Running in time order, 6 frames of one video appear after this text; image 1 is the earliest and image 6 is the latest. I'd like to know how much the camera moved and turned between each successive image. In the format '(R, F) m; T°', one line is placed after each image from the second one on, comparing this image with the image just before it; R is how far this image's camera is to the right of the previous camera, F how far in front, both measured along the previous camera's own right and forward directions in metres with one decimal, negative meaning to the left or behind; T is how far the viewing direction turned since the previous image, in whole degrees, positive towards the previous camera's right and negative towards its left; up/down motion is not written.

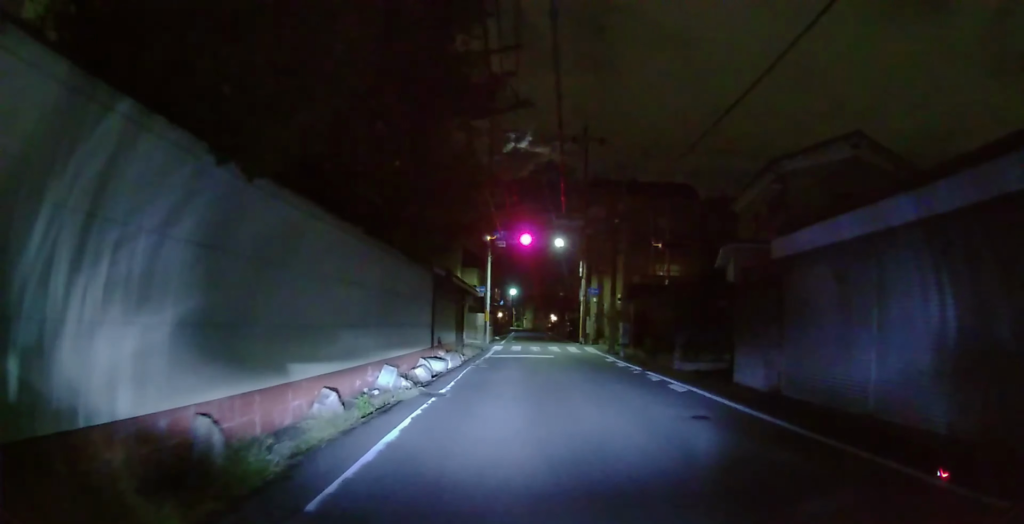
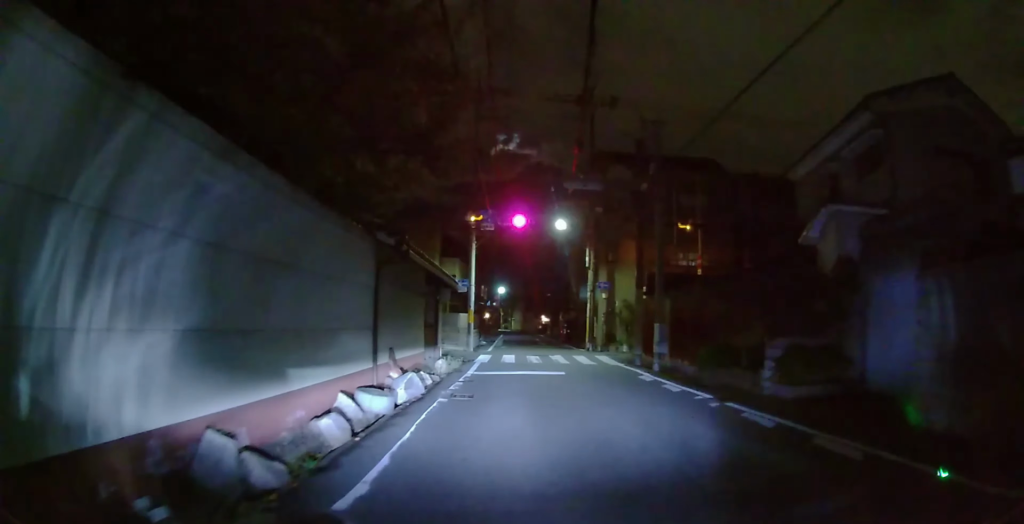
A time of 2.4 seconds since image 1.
(+0.1, +5.6) m; +3°
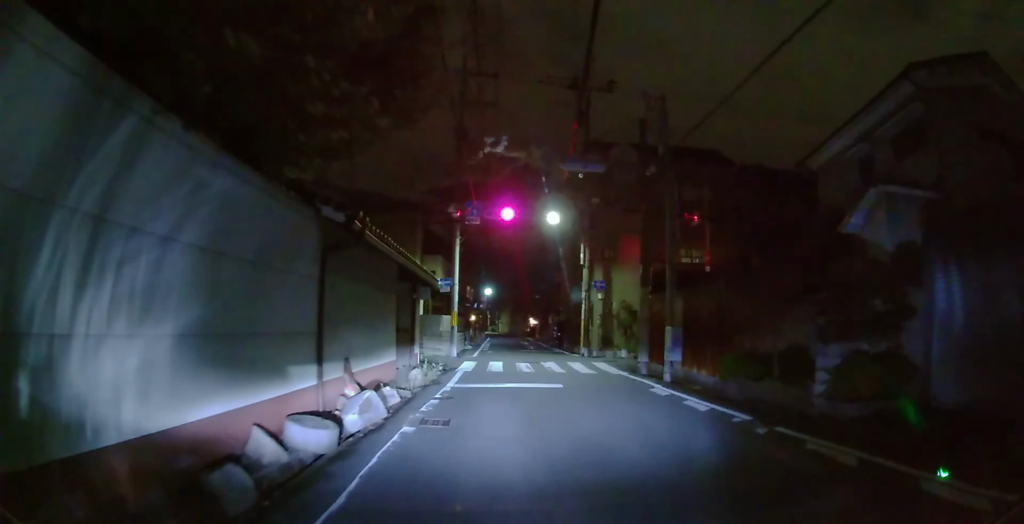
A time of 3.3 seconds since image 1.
(0.0, +2.1) m; 0°
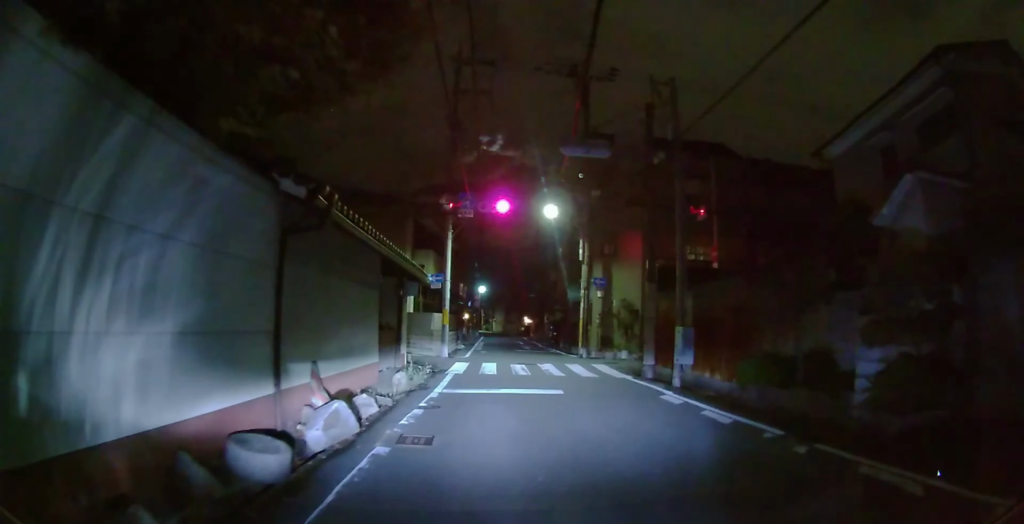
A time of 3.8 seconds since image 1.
(0.0, +1.1) m; 0°
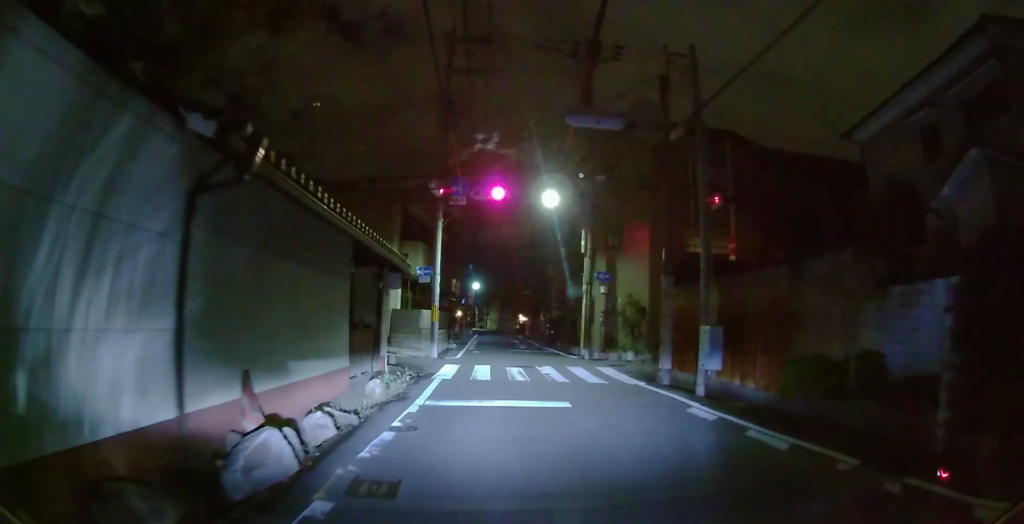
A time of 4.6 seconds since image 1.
(0.0, +1.7) m; 0°
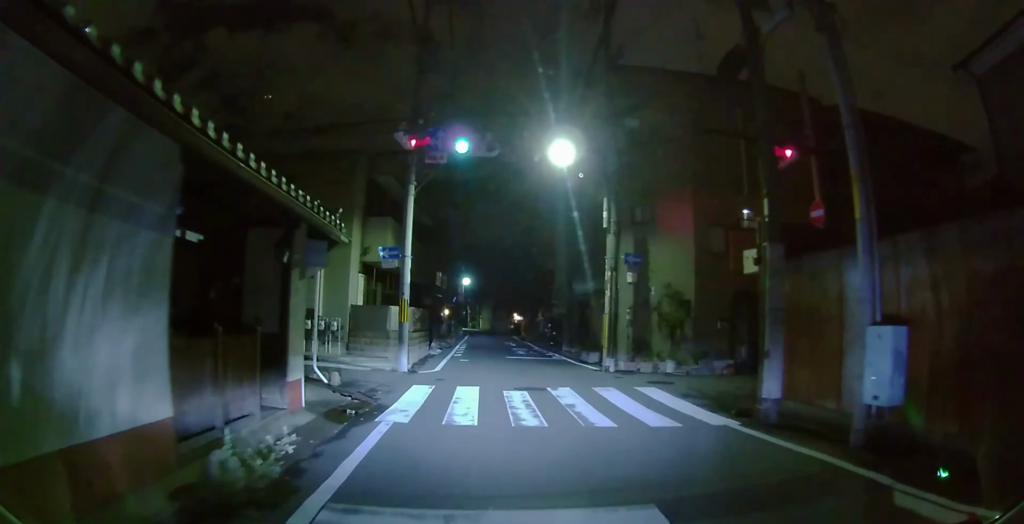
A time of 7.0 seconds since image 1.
(+0.1, +5.5) m; +1°
